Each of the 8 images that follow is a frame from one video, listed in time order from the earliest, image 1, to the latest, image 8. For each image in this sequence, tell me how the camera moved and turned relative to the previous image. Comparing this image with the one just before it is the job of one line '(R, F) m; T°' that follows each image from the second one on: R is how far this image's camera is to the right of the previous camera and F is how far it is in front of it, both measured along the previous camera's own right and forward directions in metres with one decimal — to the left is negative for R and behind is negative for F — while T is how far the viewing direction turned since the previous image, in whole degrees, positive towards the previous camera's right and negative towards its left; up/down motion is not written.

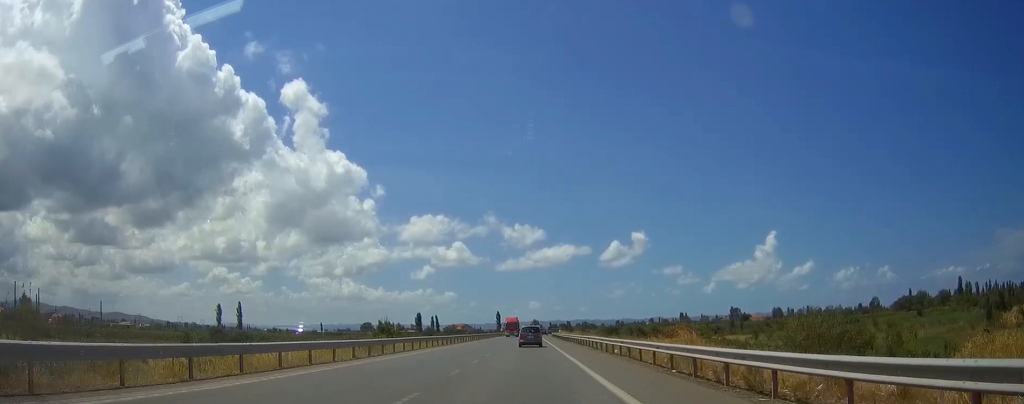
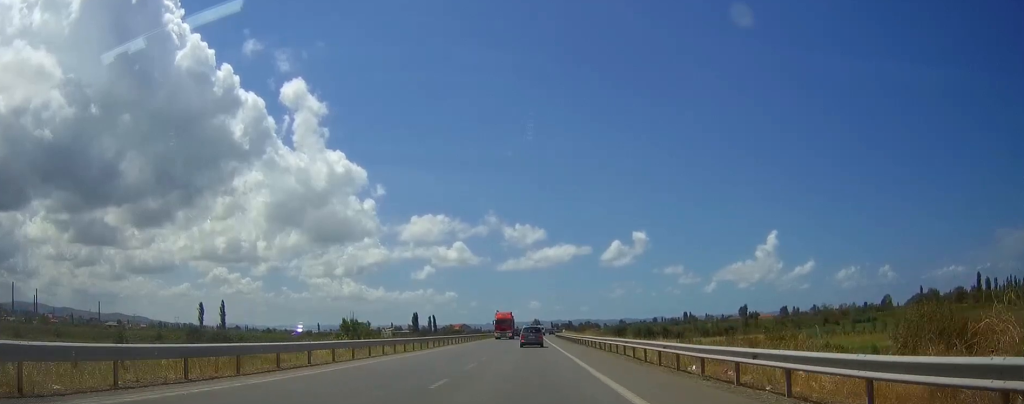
(0.0, +18.4) m; 0°
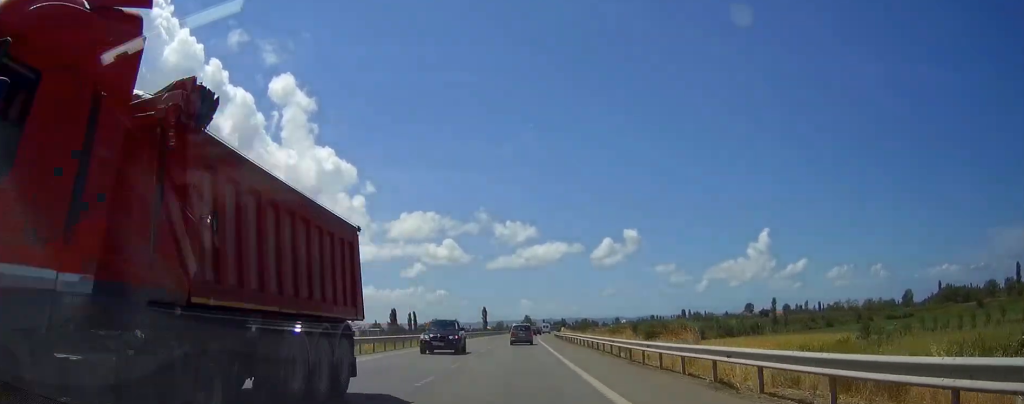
(+0.6, +44.1) m; +1°
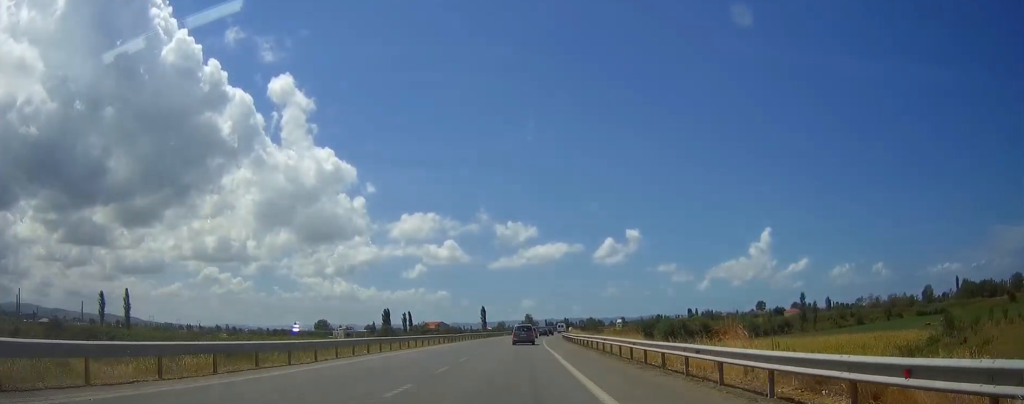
(0.0, +25.3) m; -1°
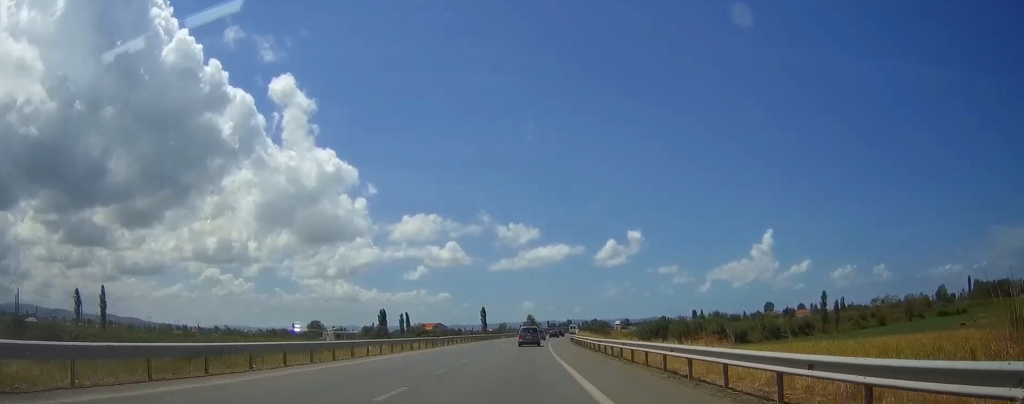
(-0.1, +15.5) m; 0°
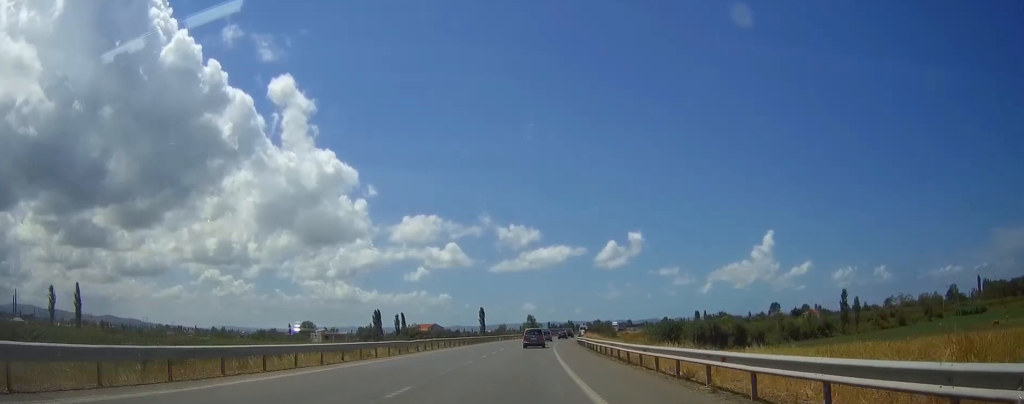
(+0.1, +13.8) m; 0°
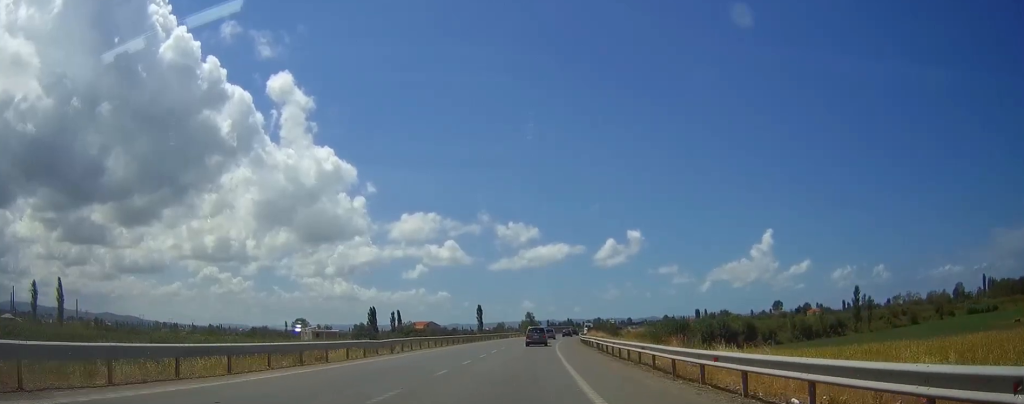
(0.0, +8.5) m; 0°
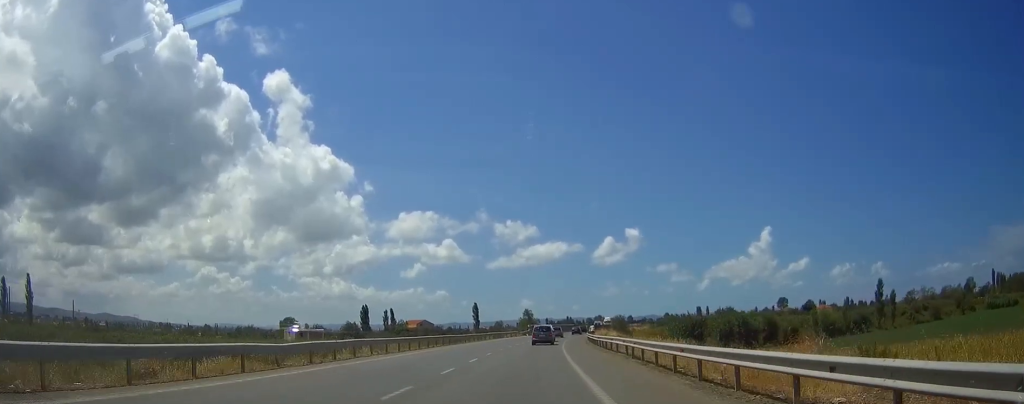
(0.0, +14.7) m; 0°
